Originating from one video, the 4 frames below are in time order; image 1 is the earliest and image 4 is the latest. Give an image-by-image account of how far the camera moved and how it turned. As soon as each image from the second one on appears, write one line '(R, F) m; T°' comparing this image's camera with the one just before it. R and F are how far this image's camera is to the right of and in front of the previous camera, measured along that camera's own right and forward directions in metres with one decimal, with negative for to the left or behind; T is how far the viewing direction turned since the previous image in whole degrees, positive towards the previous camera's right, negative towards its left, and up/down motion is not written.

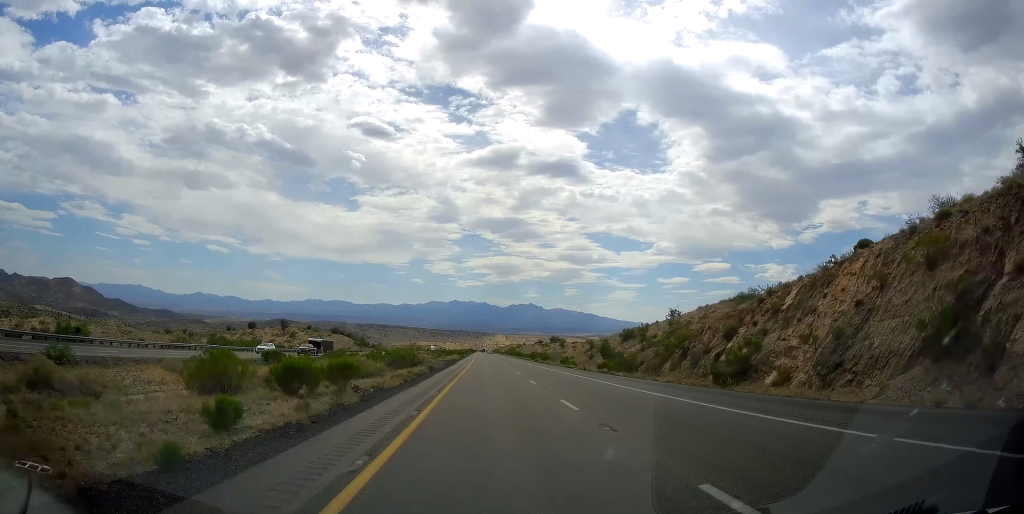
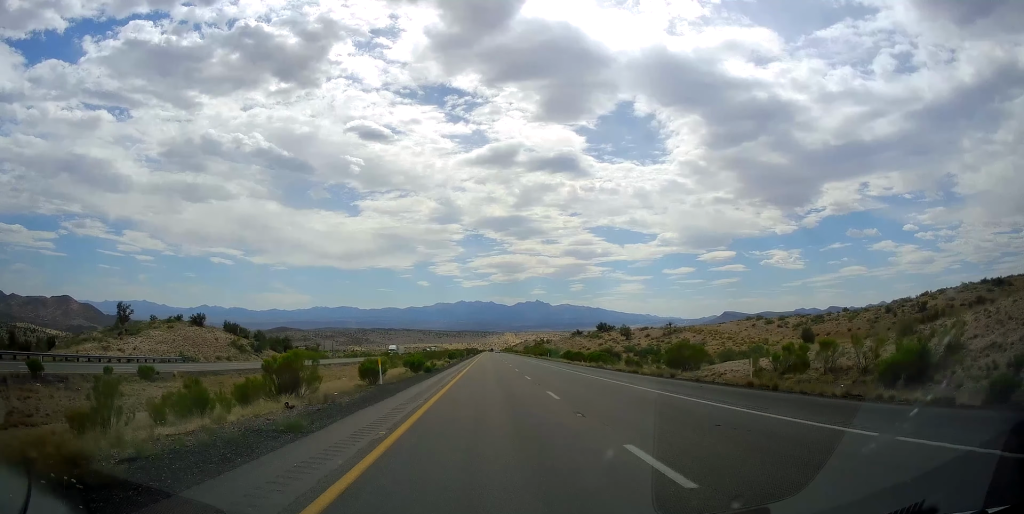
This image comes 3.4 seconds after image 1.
(-0.8, +118.9) m; -1°
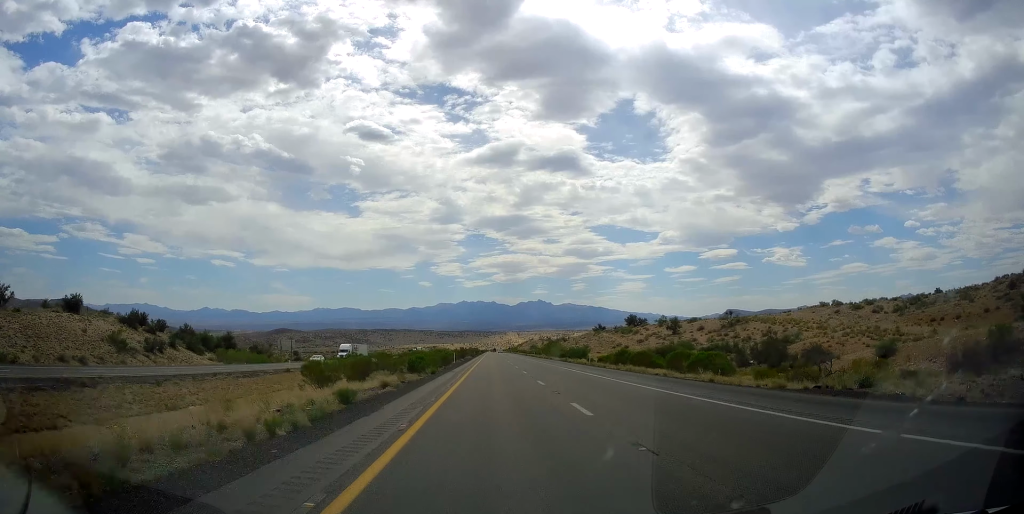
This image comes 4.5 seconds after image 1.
(-0.1, +41.0) m; -1°
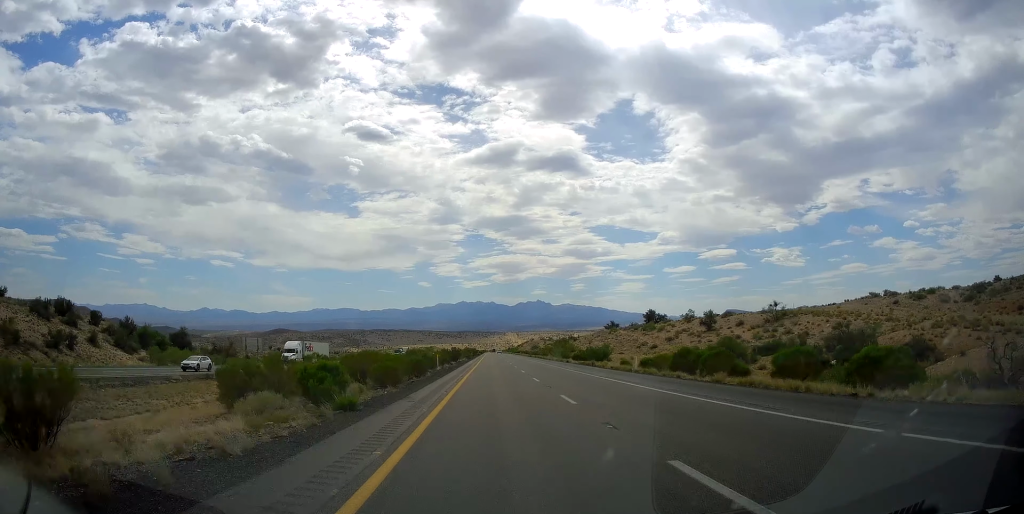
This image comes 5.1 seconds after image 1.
(-0.1, +21.1) m; 0°
